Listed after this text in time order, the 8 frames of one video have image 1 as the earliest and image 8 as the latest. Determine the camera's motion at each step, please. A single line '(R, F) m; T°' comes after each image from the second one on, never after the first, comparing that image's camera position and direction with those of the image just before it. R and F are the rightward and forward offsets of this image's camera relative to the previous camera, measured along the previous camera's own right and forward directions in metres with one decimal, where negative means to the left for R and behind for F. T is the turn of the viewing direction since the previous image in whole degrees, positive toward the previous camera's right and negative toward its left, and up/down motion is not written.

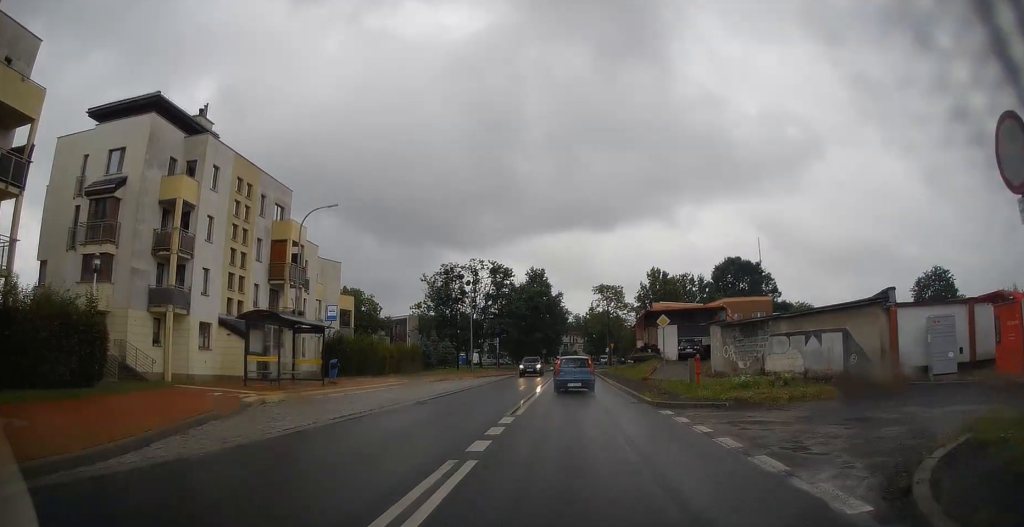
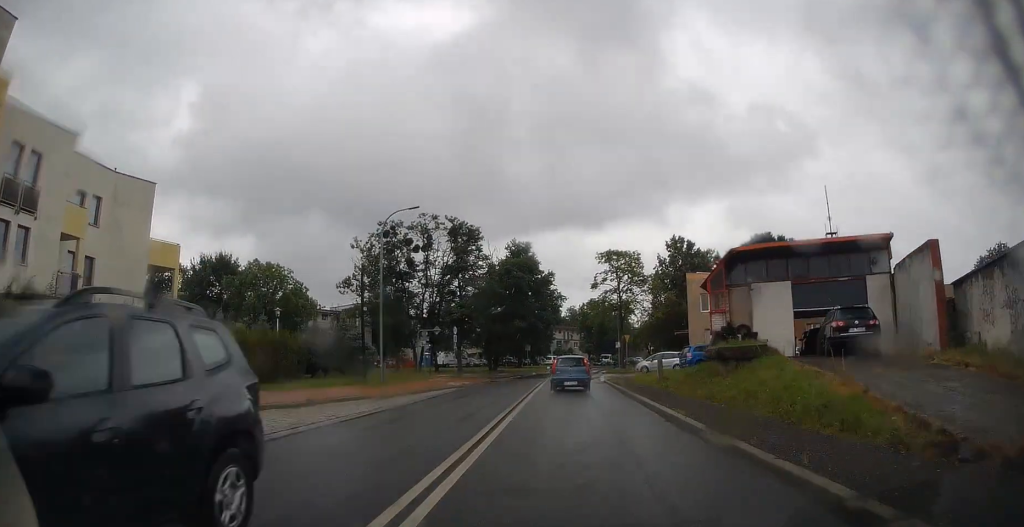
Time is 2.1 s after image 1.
(+0.2, +28.0) m; +1°
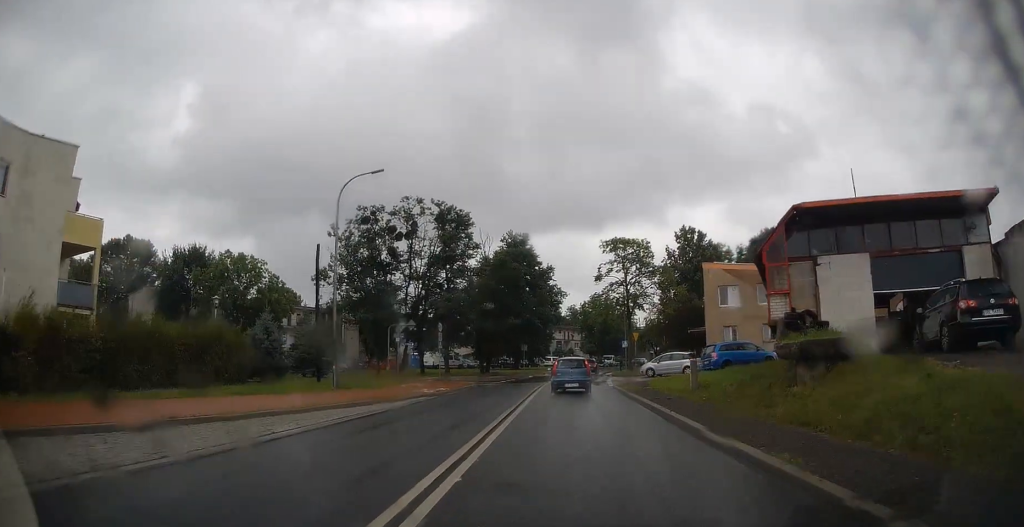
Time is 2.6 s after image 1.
(0.0, +6.5) m; +1°
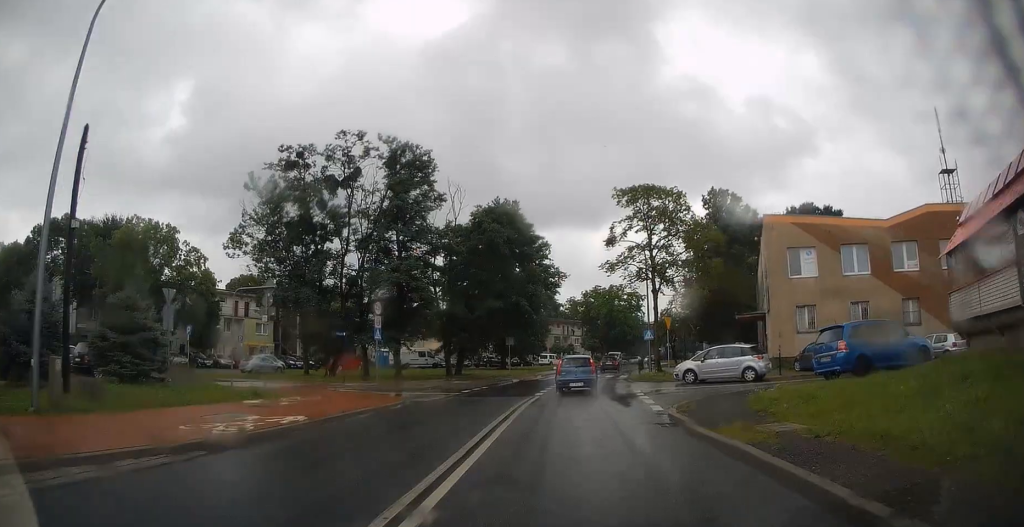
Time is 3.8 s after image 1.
(+0.2, +15.6) m; 0°
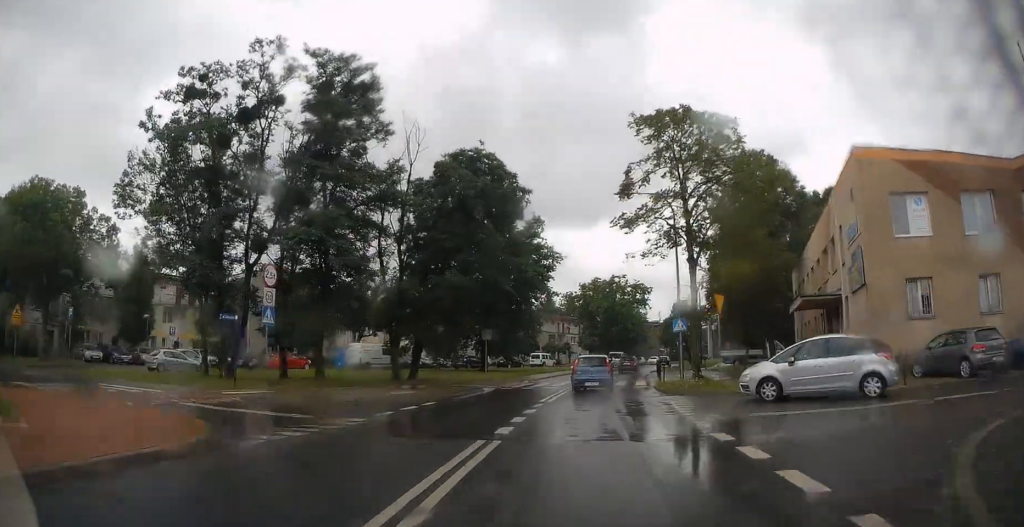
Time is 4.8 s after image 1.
(-0.1, +11.8) m; +1°
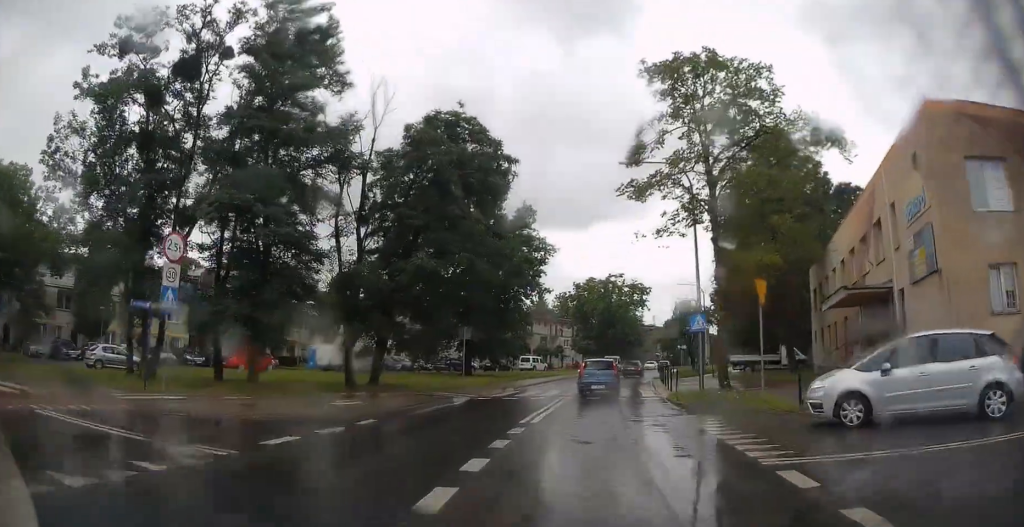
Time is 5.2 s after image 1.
(+0.1, +5.4) m; +1°
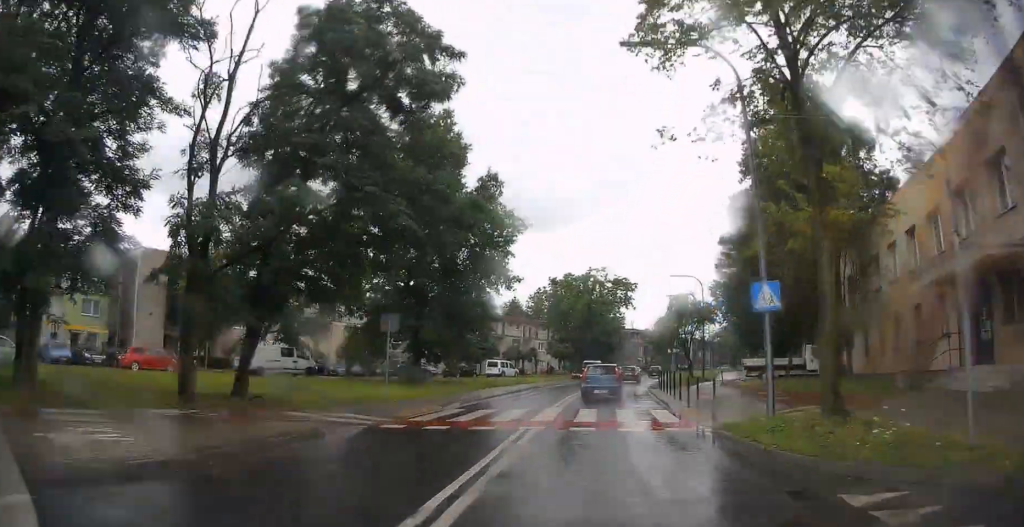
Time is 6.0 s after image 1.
(+0.1, +9.5) m; +2°
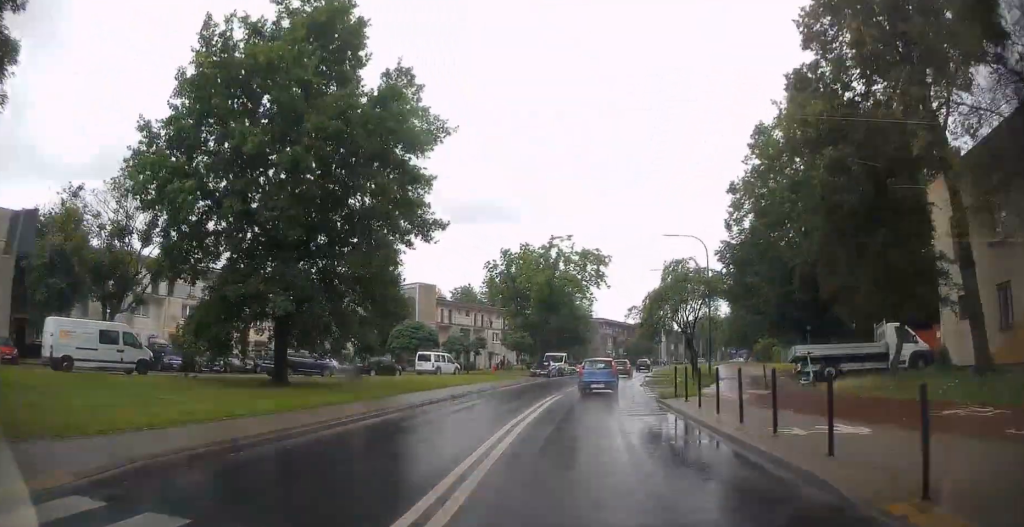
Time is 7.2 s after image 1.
(+0.3, +15.2) m; +2°
